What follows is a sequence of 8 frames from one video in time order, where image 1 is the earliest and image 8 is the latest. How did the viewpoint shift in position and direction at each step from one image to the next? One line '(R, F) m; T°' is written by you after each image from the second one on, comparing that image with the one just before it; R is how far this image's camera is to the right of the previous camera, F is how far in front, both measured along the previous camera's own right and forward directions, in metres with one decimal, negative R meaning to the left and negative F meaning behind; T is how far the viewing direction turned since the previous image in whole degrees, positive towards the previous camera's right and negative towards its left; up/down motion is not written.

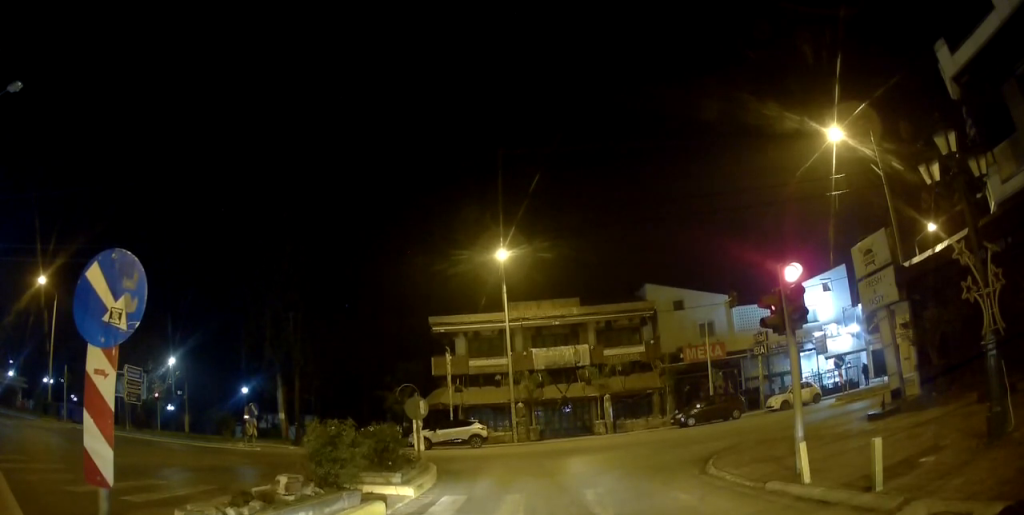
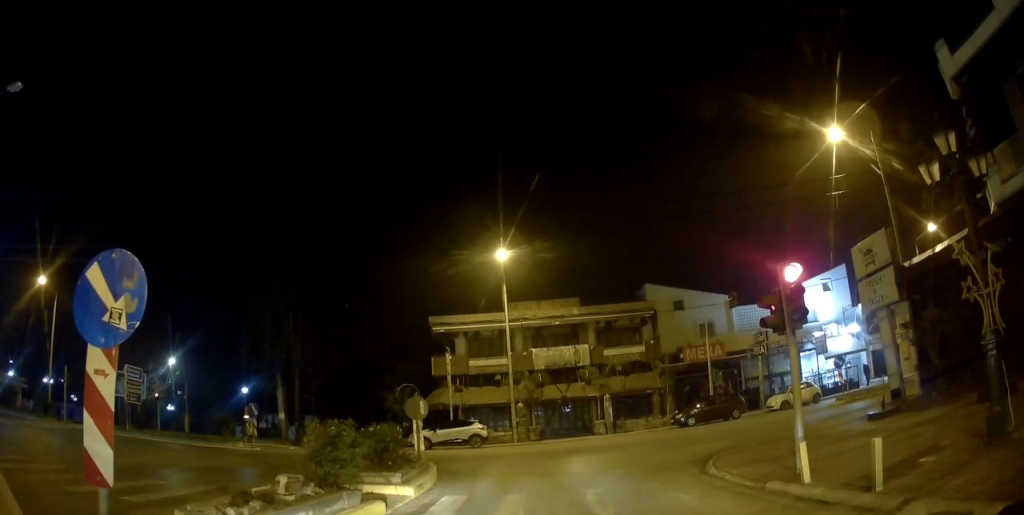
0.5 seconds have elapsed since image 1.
(0.0, 0.0) m; 0°
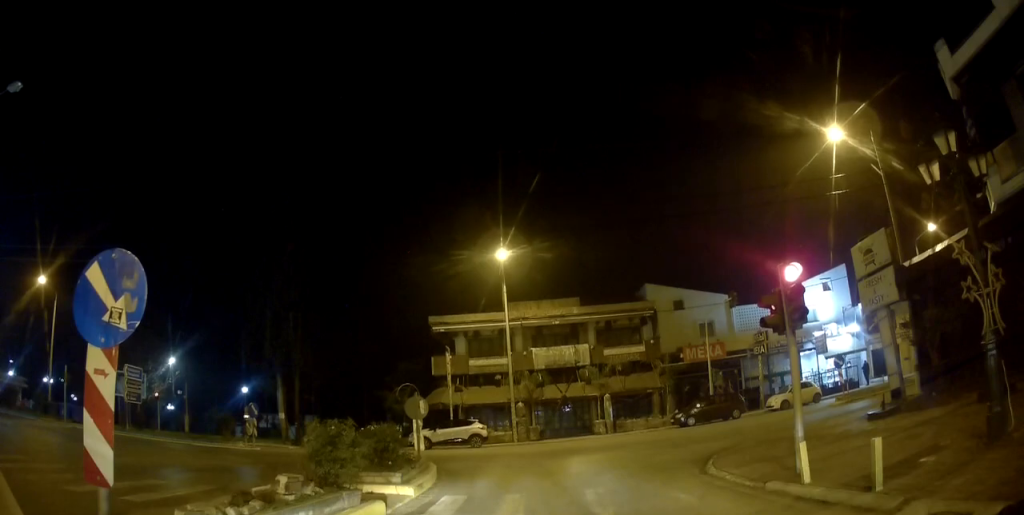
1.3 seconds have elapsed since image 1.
(0.0, 0.0) m; 0°
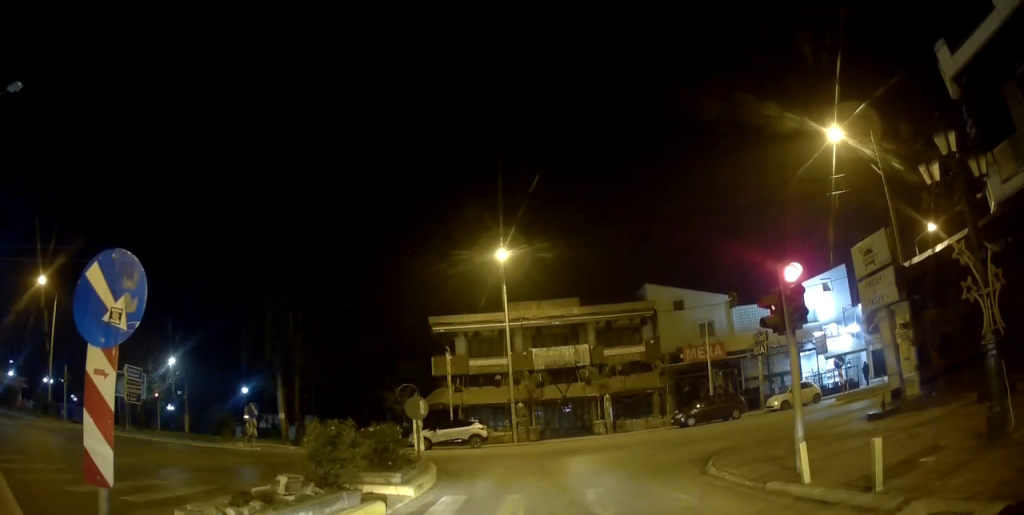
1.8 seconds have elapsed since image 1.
(0.0, 0.0) m; 0°
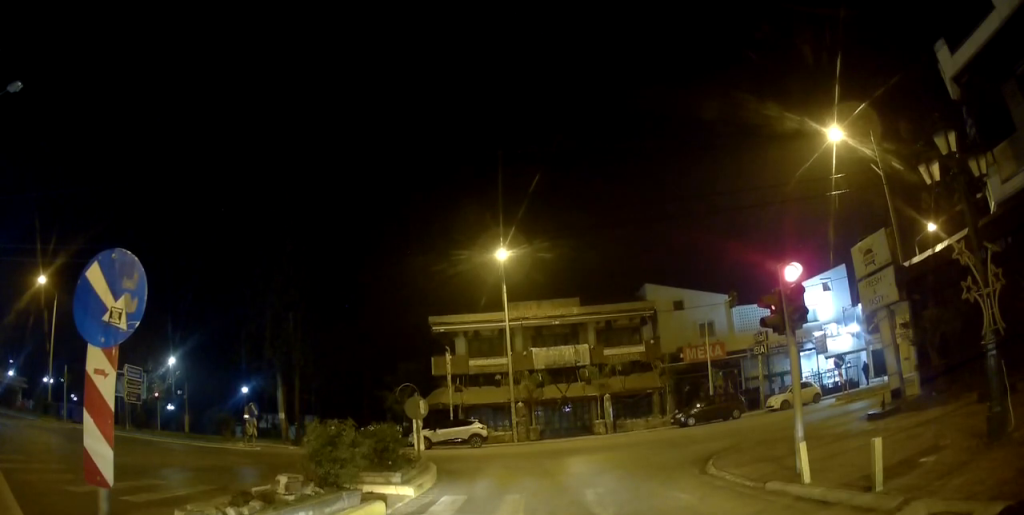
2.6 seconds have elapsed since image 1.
(0.0, 0.0) m; 0°
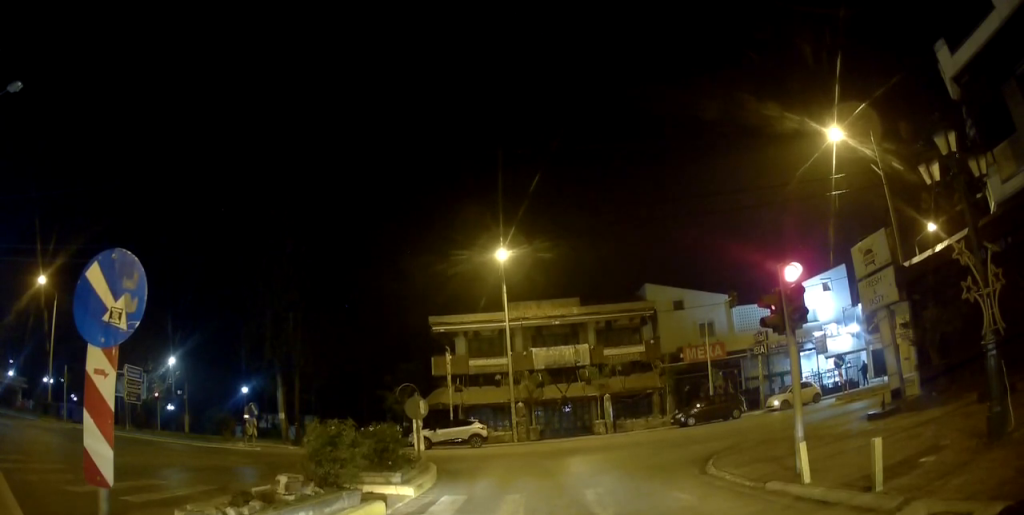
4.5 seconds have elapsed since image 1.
(0.0, 0.0) m; 0°
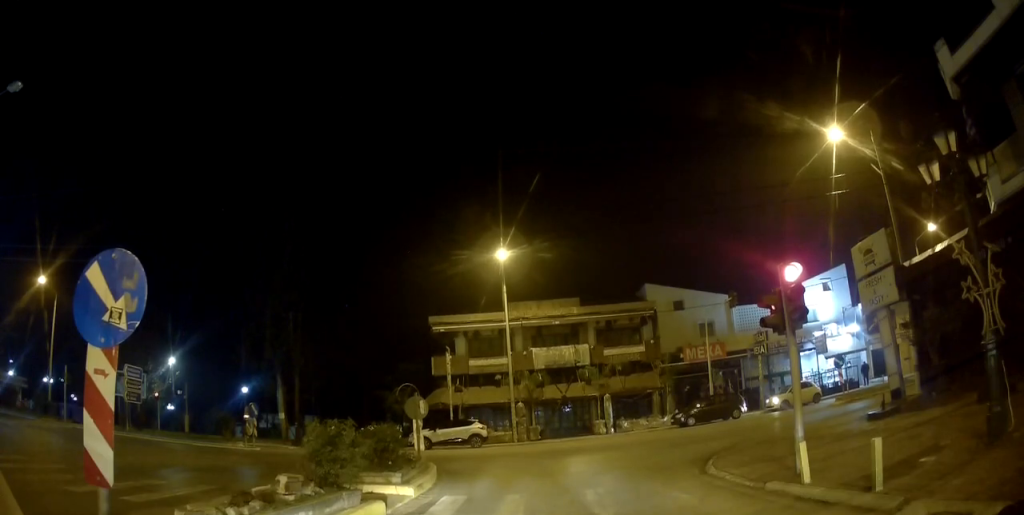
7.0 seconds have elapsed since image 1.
(0.0, 0.0) m; 0°
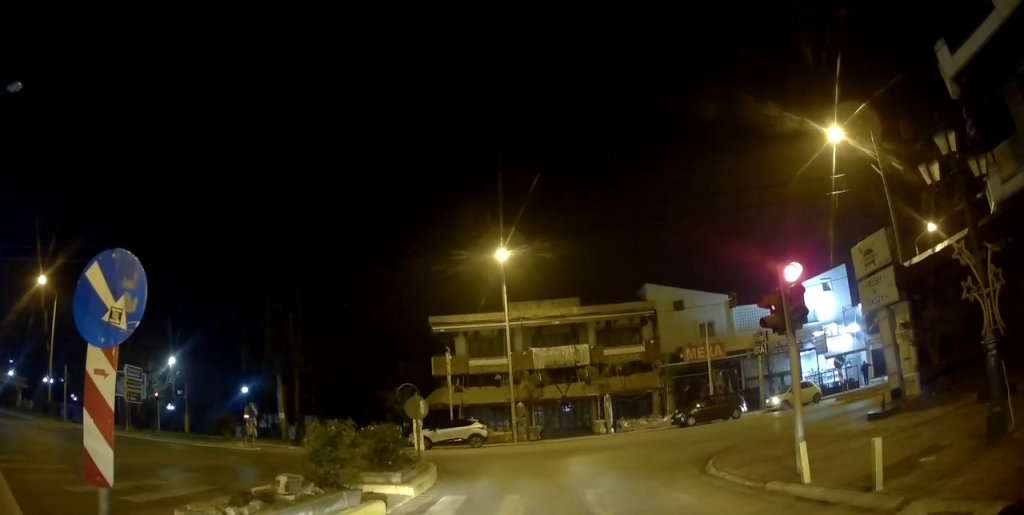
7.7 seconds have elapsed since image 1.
(0.0, 0.0) m; 0°
